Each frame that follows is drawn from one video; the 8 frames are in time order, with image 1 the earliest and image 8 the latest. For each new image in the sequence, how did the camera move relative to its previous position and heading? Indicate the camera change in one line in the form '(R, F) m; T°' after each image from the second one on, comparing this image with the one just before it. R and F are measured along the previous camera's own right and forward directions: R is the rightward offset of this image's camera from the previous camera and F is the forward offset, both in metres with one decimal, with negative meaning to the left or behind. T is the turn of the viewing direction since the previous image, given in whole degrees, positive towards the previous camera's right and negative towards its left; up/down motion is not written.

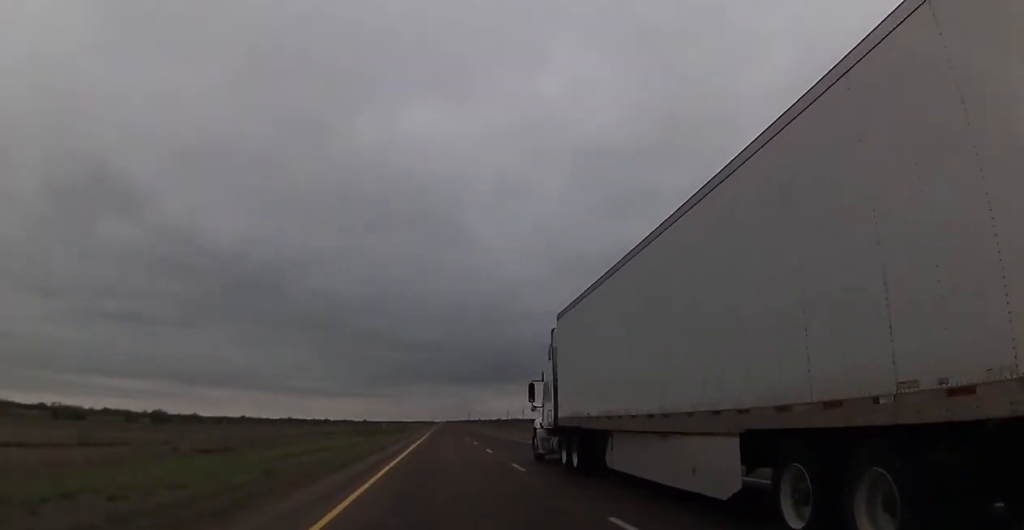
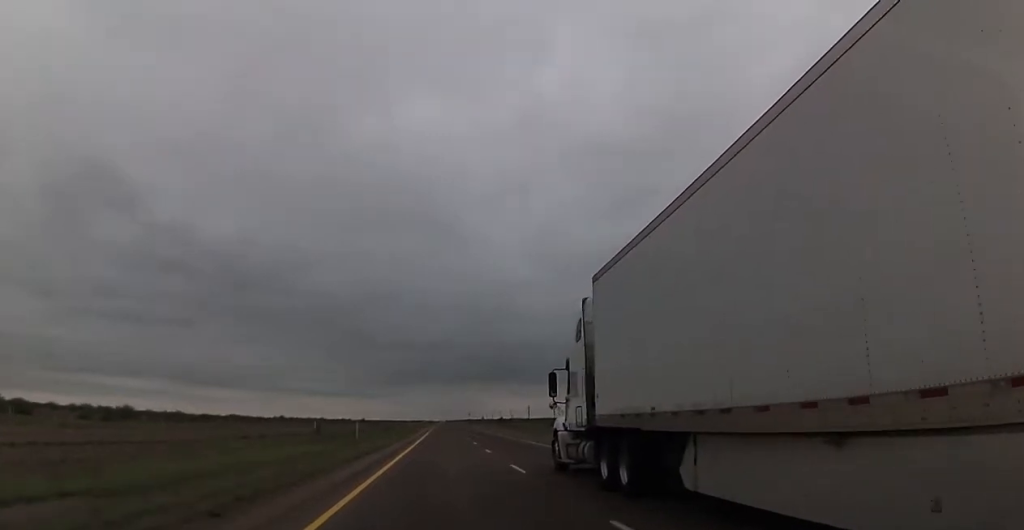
(0.0, +24.4) m; 0°
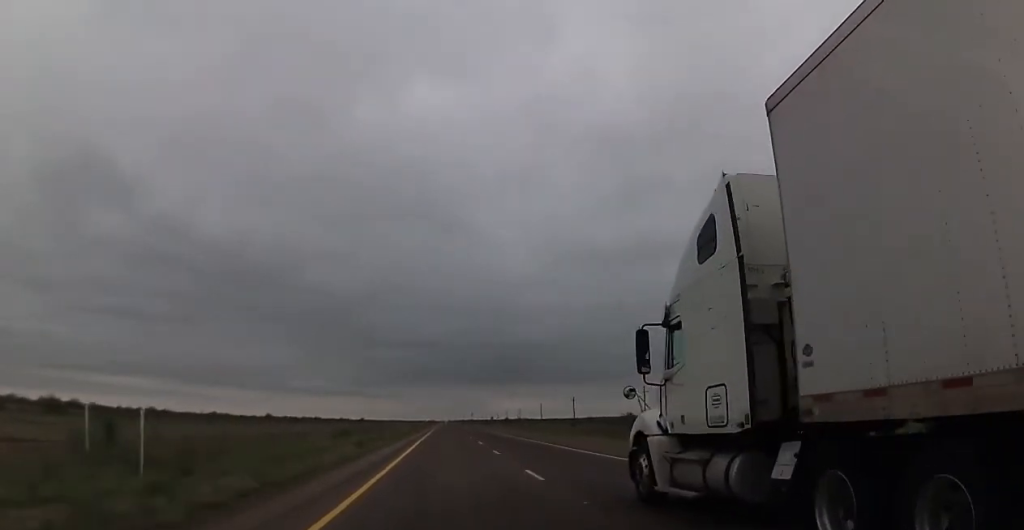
(0.0, +39.0) m; 0°
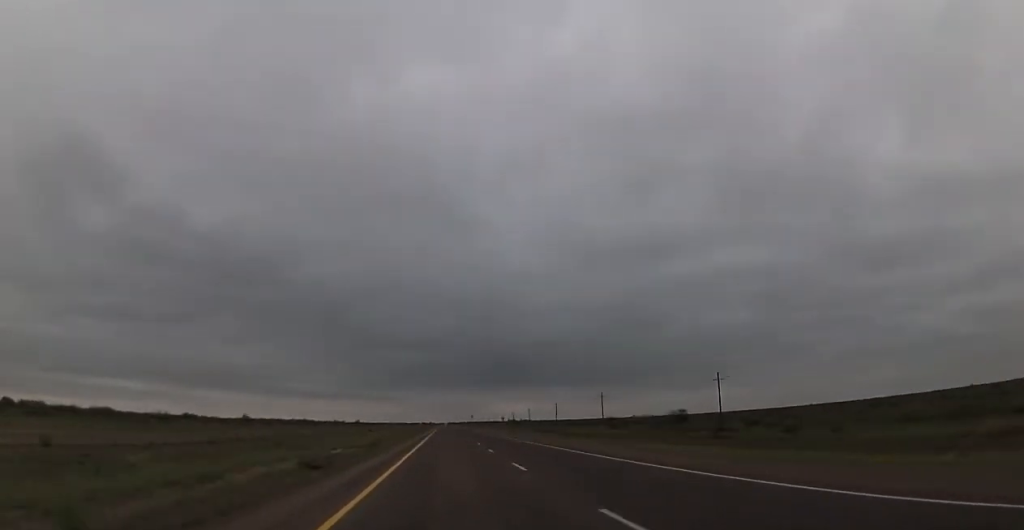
(0.0, +46.2) m; 0°
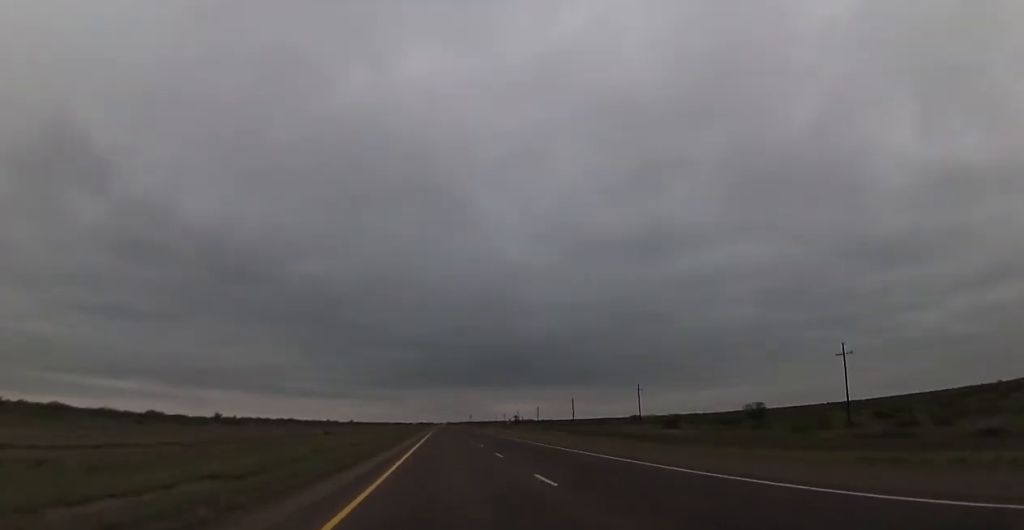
(-0.1, +41.2) m; 0°
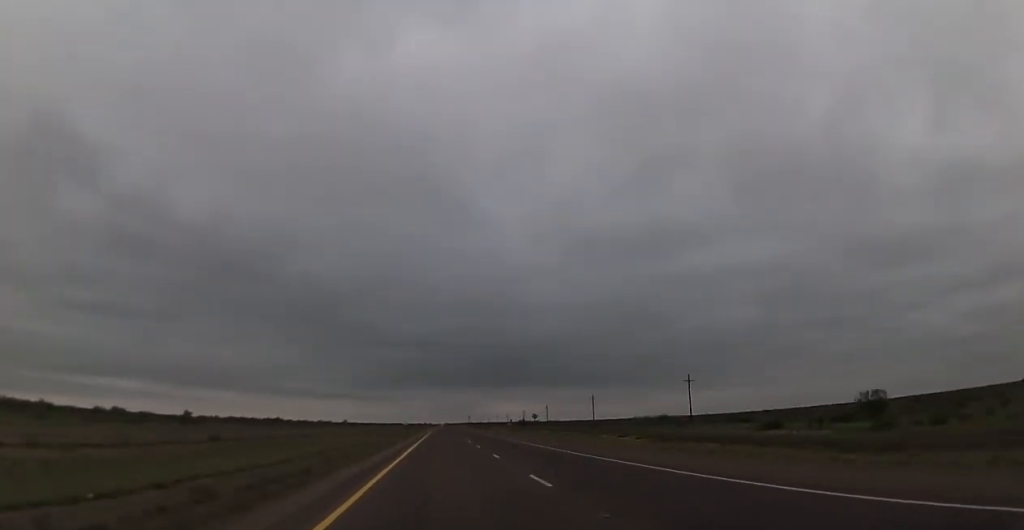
(0.0, +36.2) m; 0°
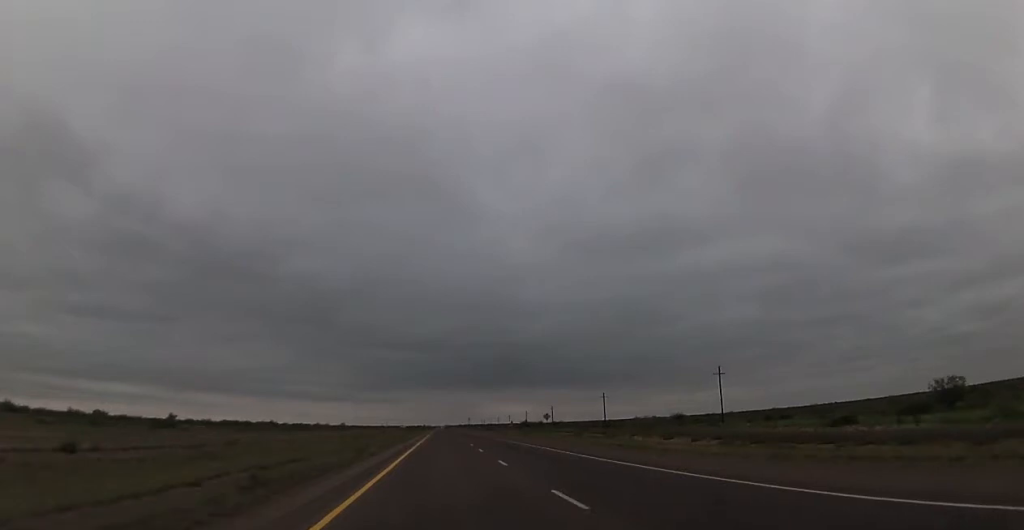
(0.0, +15.7) m; 0°
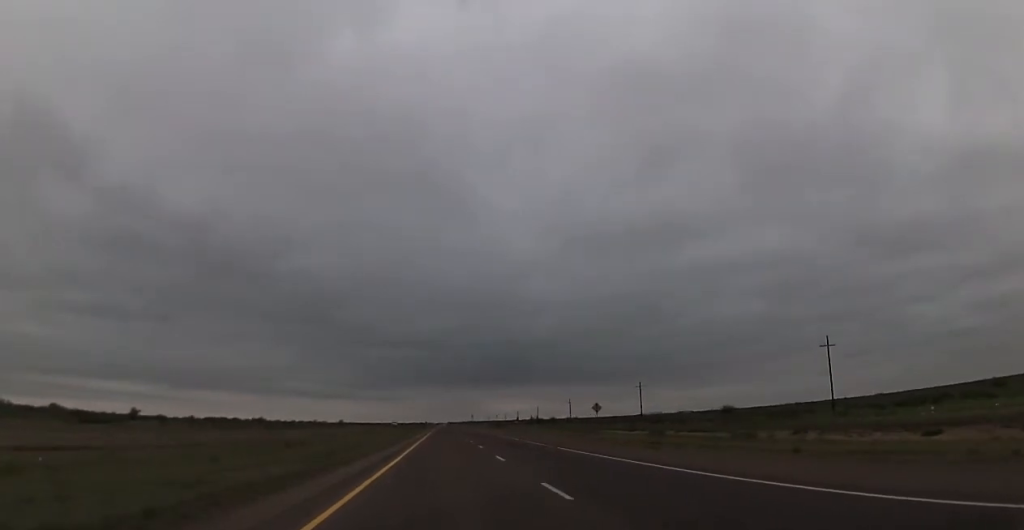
(+0.1, +35.3) m; 0°
